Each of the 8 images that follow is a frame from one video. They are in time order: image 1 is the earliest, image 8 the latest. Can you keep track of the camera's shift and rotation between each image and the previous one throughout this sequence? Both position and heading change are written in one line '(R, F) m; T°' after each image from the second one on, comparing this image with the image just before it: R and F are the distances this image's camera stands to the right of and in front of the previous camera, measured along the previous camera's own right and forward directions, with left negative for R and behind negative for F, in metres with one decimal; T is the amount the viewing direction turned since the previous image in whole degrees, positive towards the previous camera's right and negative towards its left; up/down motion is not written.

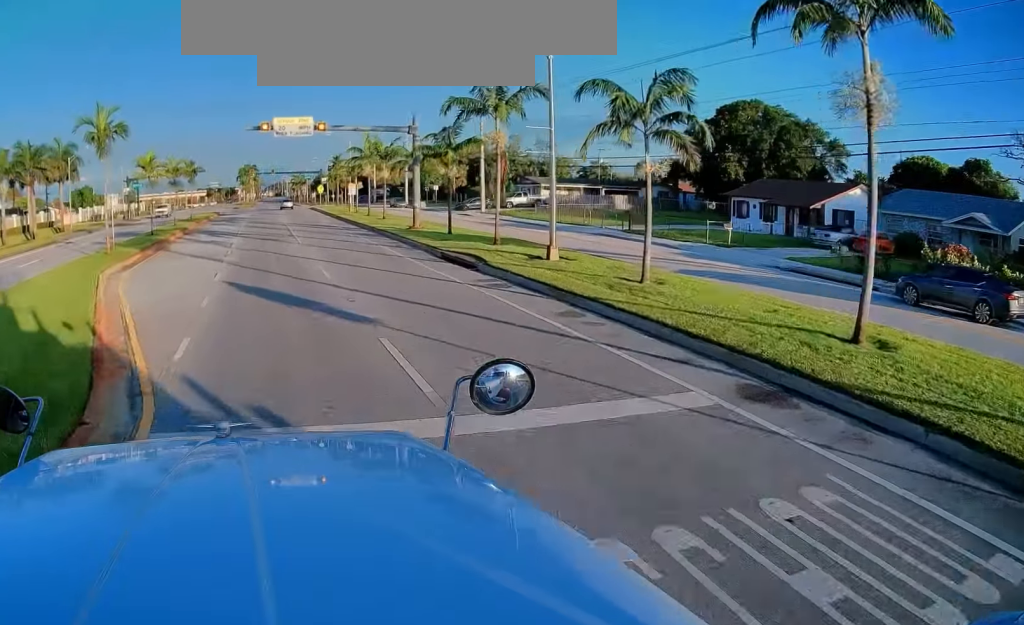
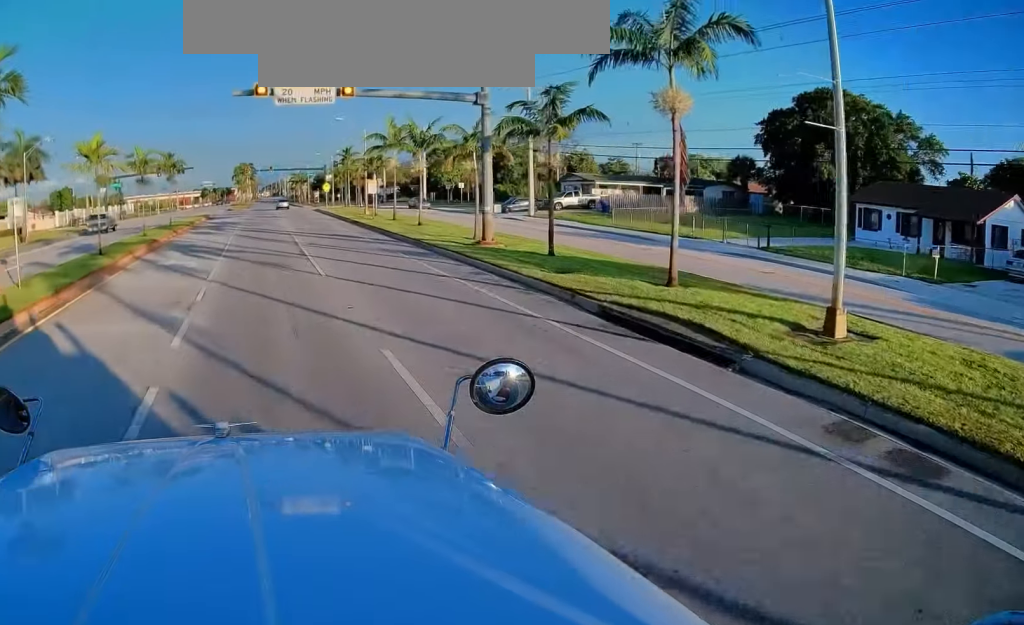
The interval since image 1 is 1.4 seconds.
(-0.1, +13.1) m; 0°
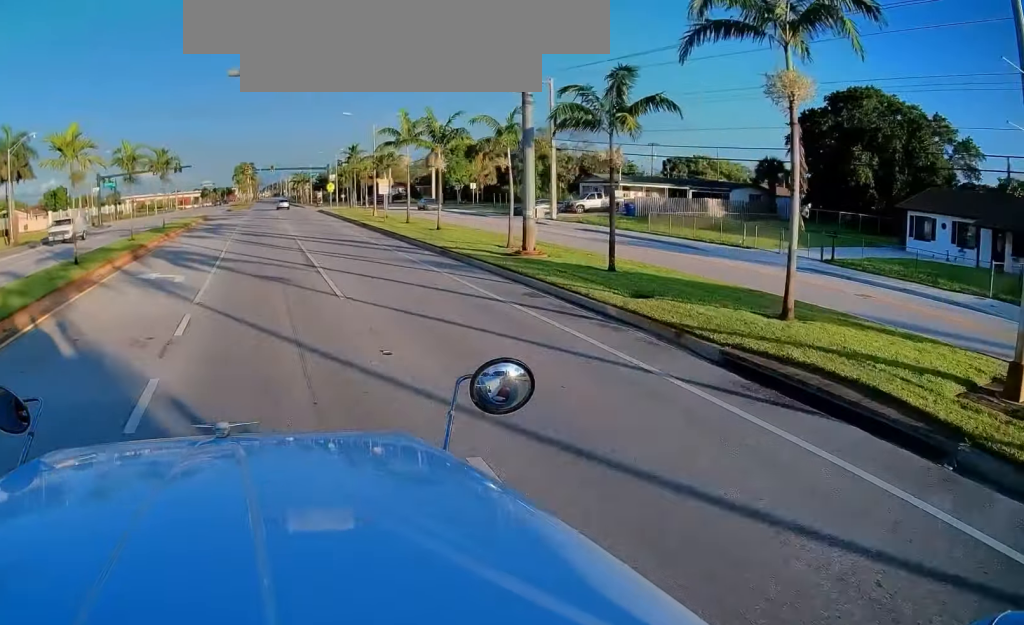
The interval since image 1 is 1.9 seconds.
(0.0, +4.7) m; 0°
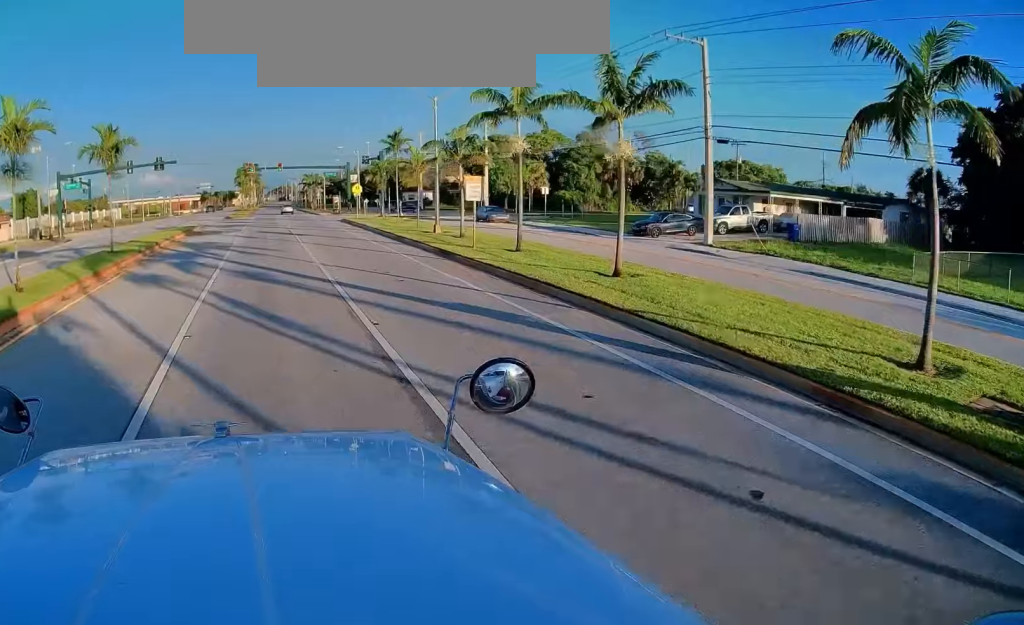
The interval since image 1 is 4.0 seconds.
(0.0, +19.4) m; 0°
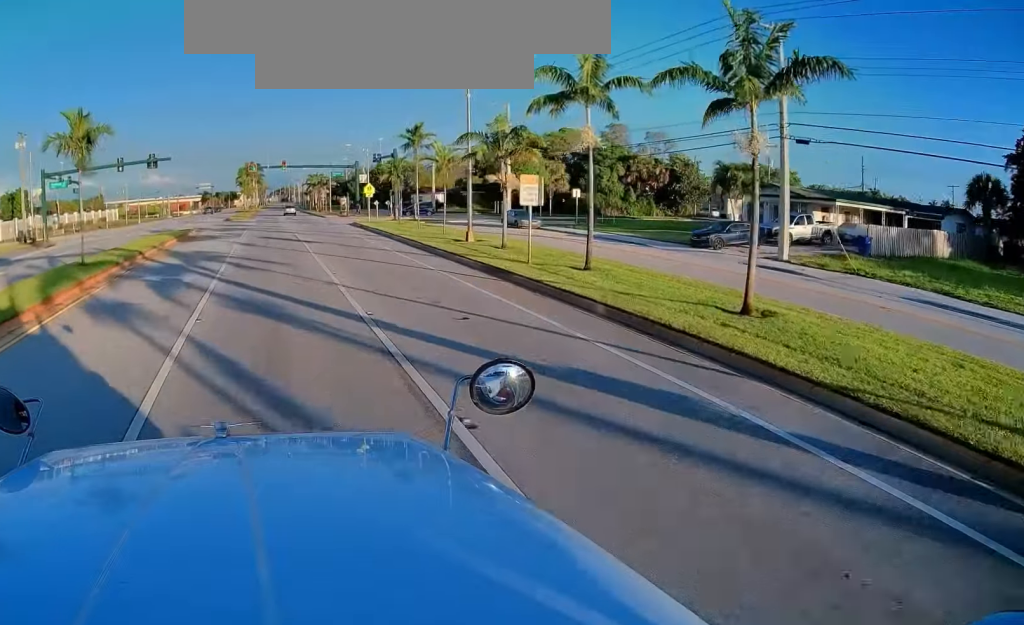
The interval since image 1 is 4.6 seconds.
(0.0, +5.9) m; 0°
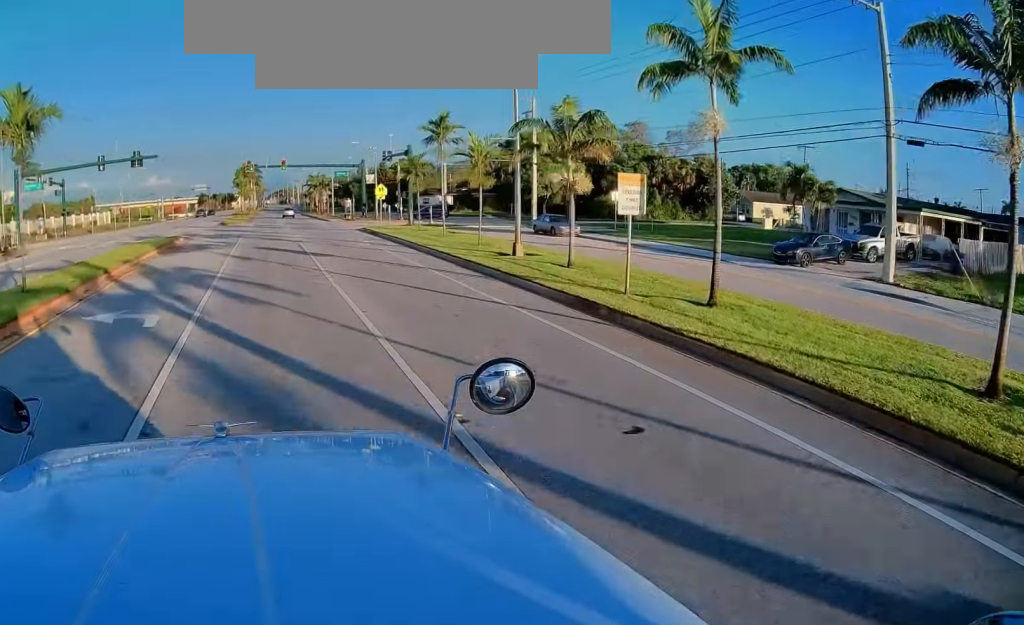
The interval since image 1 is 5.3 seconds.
(0.0, +6.5) m; -1°
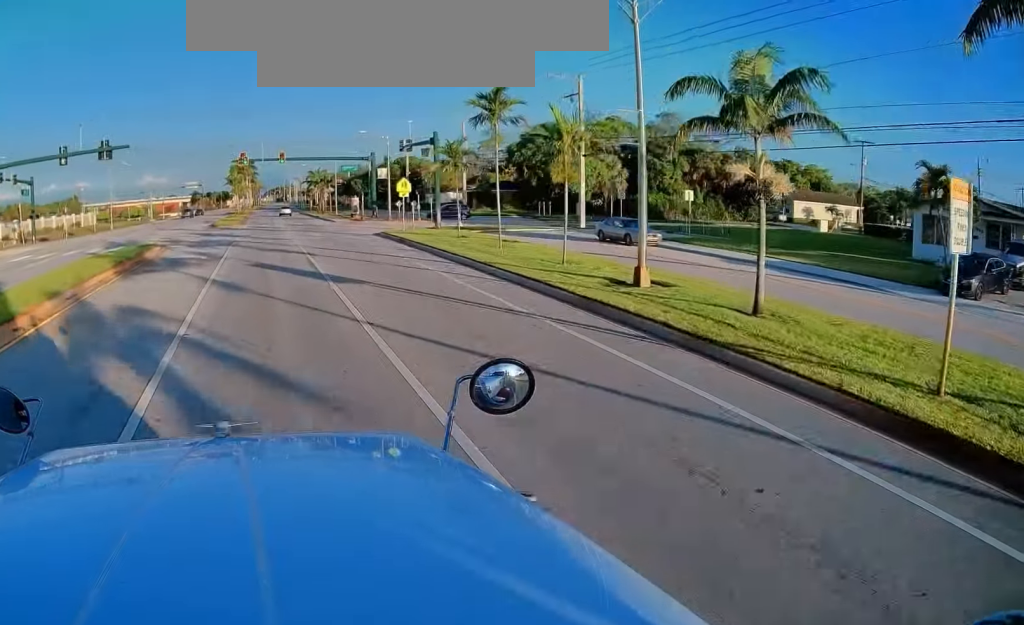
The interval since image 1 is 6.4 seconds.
(-0.1, +9.8) m; 0°
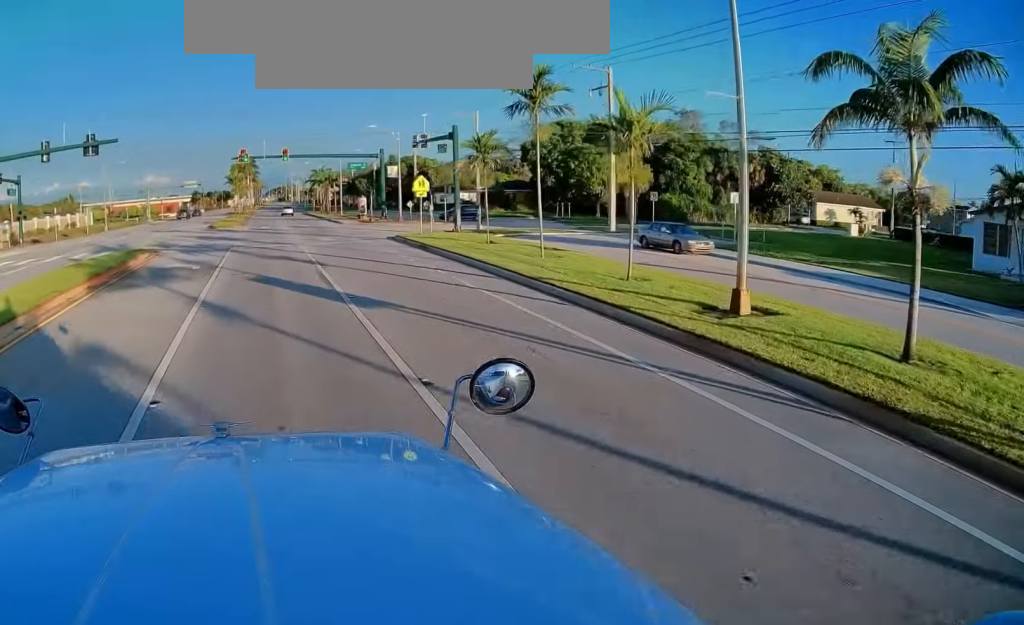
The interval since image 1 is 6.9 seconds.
(0.0, +4.2) m; 0°
